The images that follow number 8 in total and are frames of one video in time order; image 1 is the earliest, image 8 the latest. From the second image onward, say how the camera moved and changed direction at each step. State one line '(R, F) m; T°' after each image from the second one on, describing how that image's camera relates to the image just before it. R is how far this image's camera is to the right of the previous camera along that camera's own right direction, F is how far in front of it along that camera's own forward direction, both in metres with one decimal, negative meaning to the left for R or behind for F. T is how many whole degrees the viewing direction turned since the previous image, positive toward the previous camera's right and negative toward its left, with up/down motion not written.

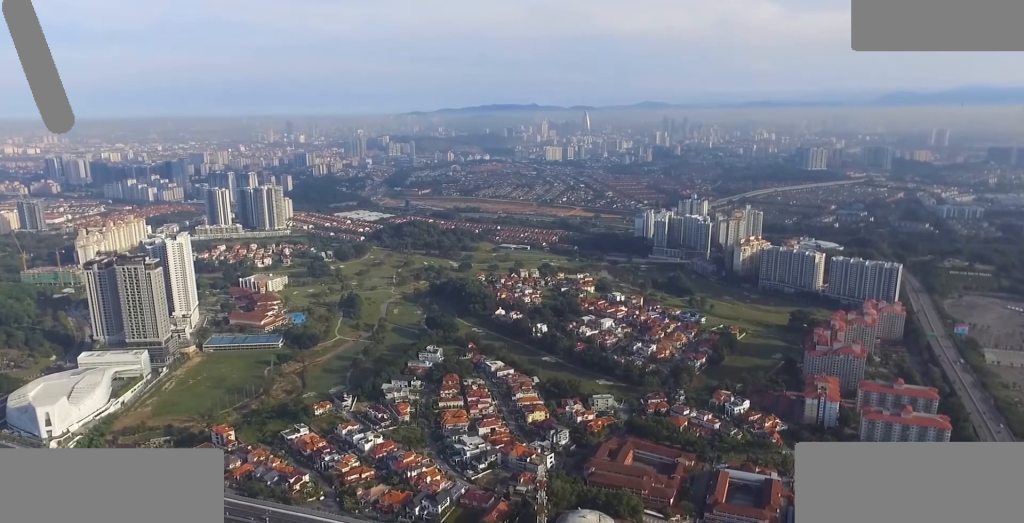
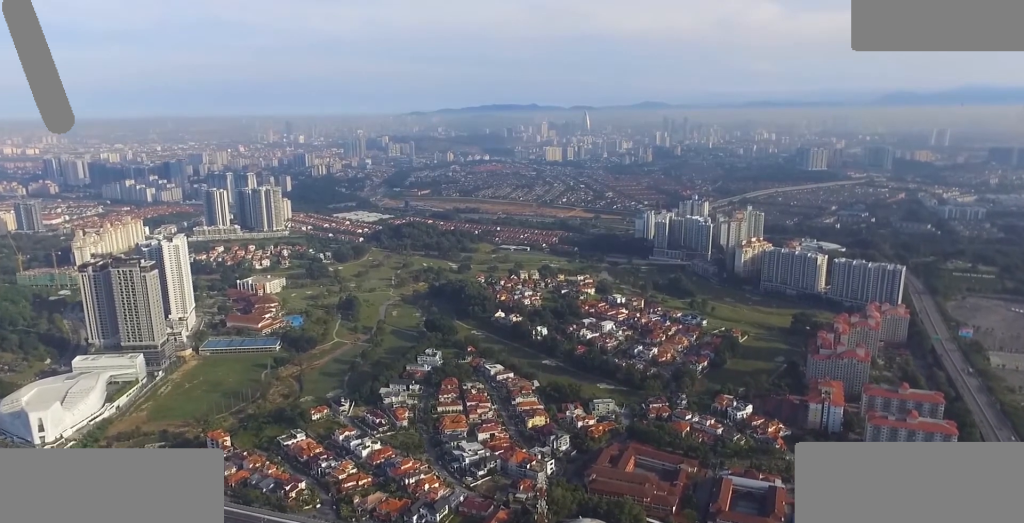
(+0.1, +9.5) m; 0°
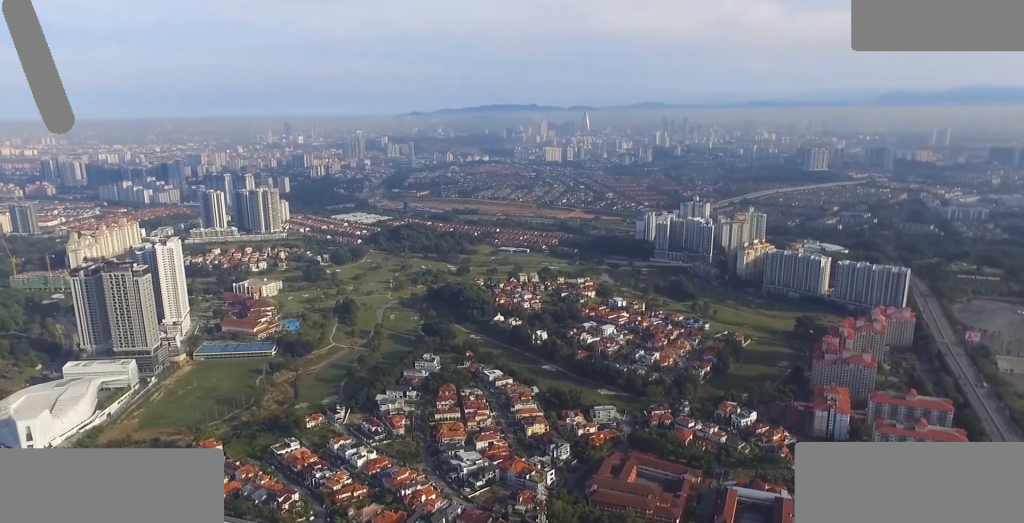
(0.0, +15.5) m; 0°
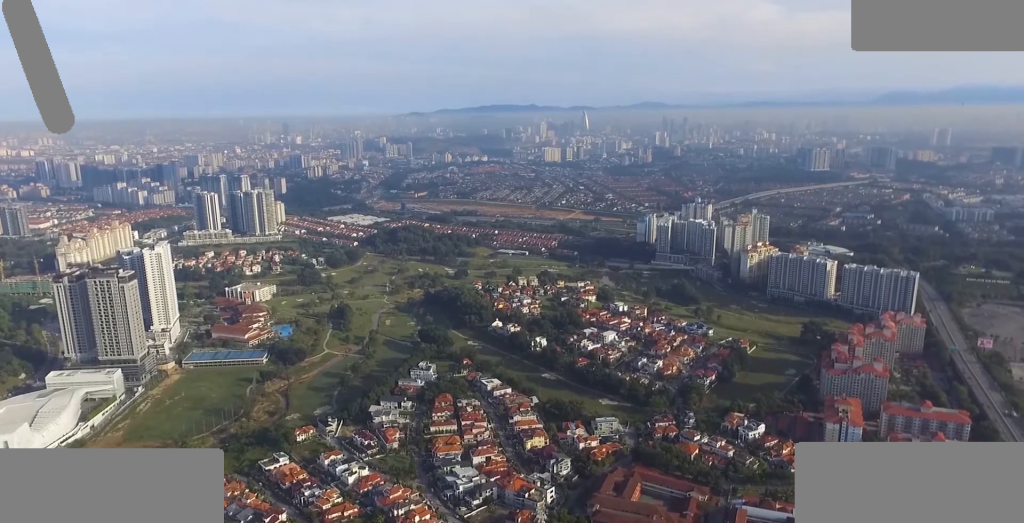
(0.0, +27.3) m; 0°
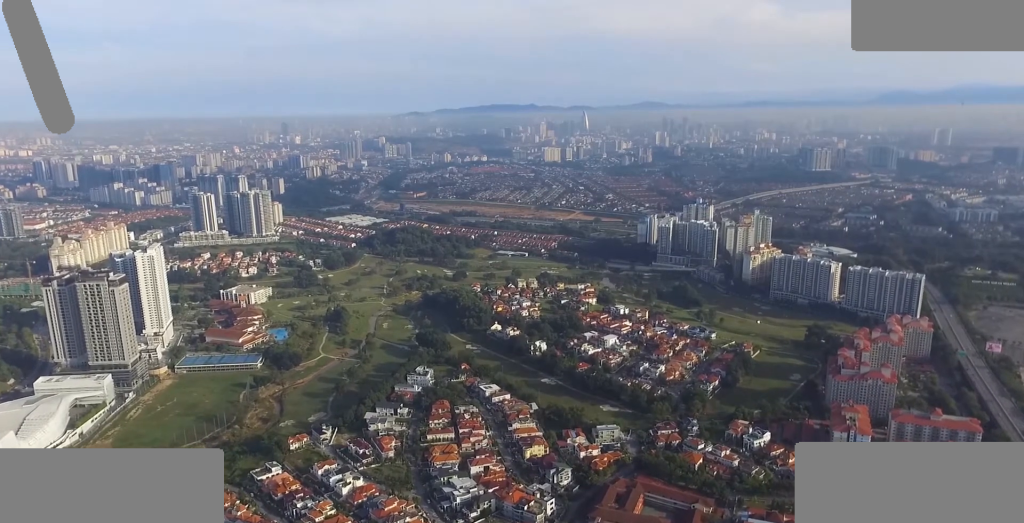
(0.0, +17.7) m; 0°
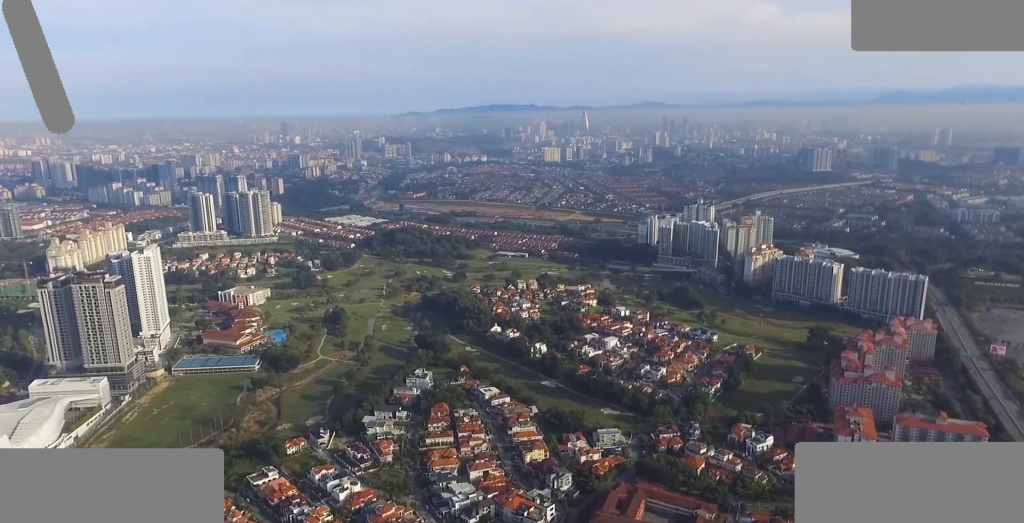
(0.0, +7.7) m; 0°
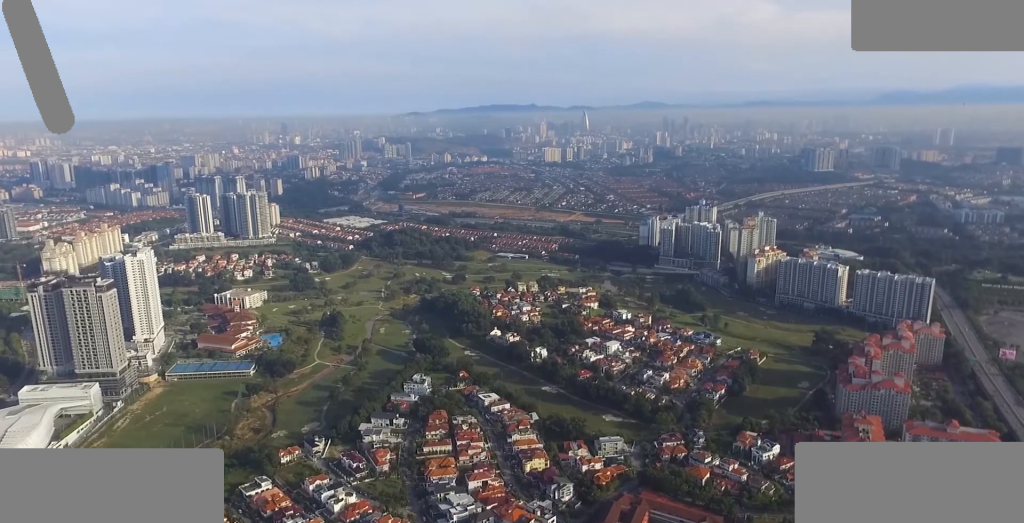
(0.0, +15.9) m; 0°
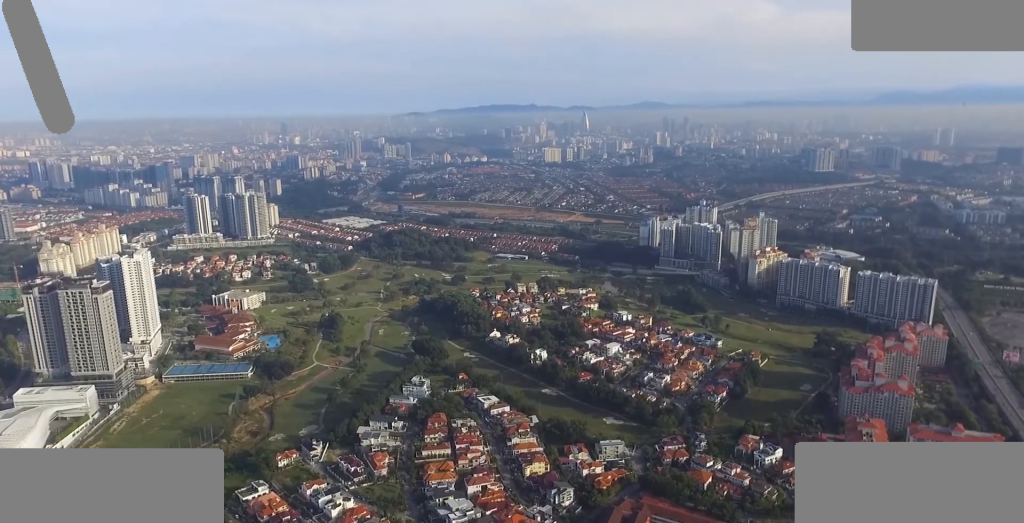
(0.0, +7.1) m; 0°
